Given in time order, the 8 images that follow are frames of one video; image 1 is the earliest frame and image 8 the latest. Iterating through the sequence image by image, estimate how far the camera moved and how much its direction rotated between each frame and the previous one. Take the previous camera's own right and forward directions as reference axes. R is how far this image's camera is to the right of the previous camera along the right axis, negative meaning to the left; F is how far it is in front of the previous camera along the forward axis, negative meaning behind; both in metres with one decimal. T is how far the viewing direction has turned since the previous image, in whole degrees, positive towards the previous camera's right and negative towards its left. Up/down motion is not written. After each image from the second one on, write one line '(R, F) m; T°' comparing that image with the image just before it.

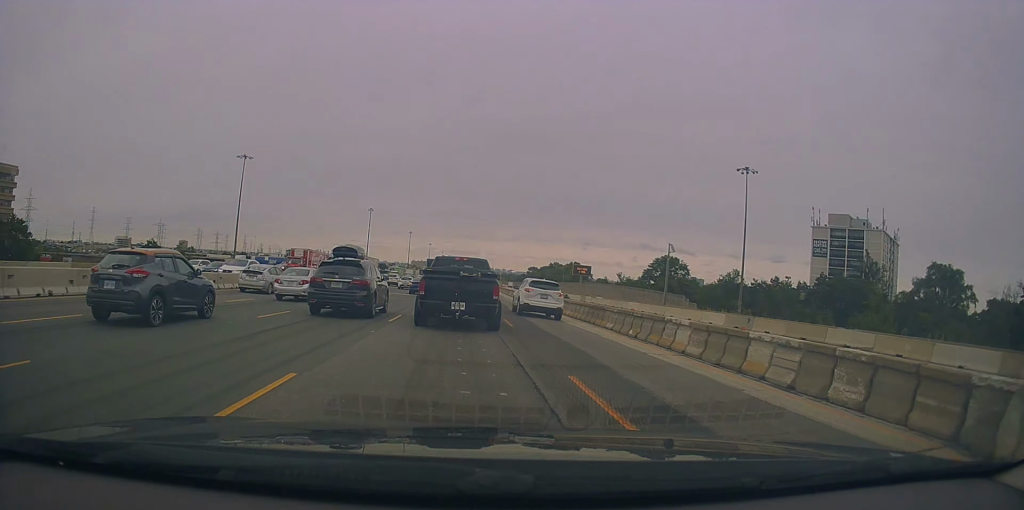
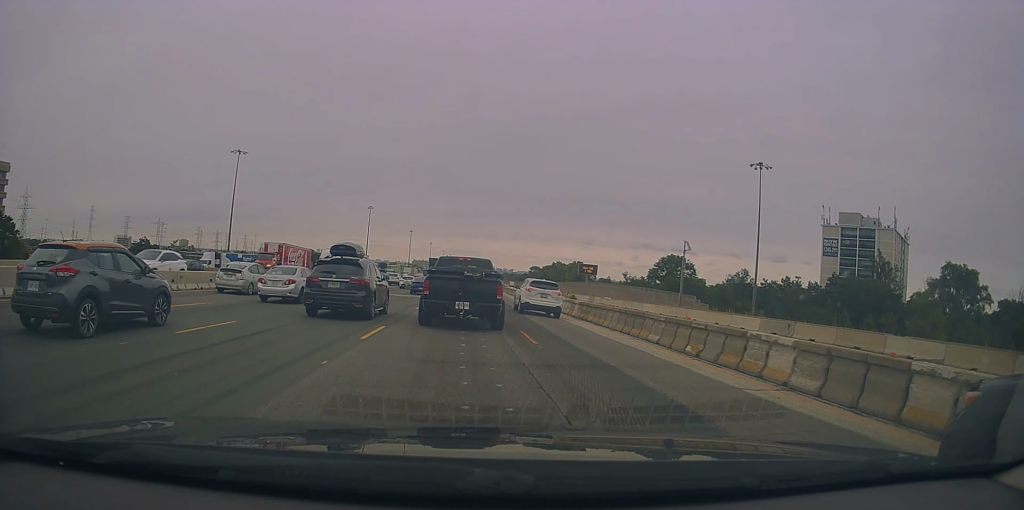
(-0.1, +4.8) m; -1°
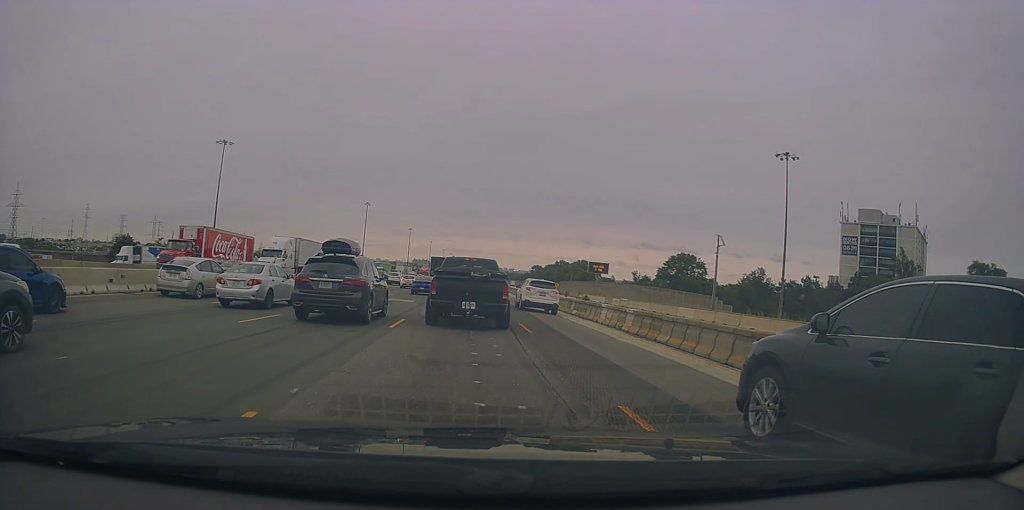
(-0.1, +9.1) m; -1°
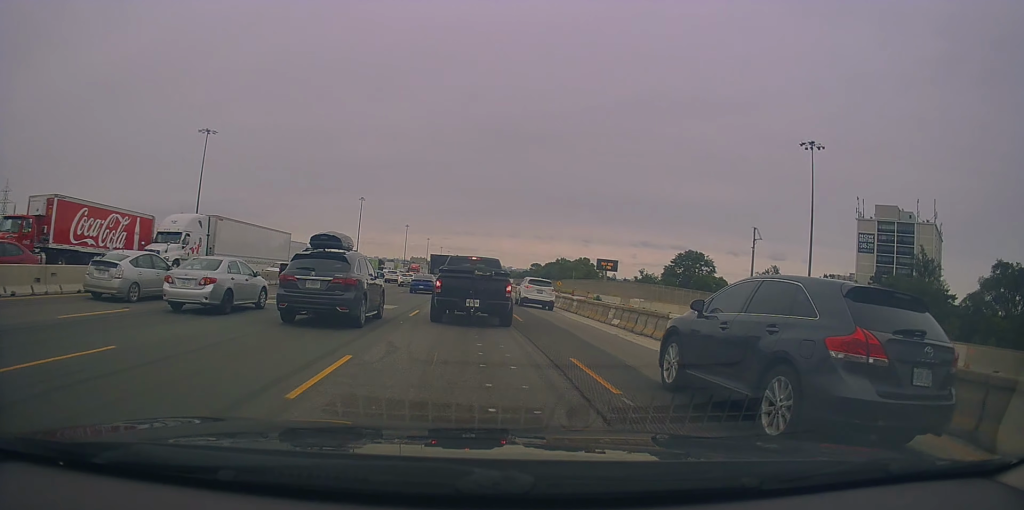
(0.0, +8.3) m; 0°
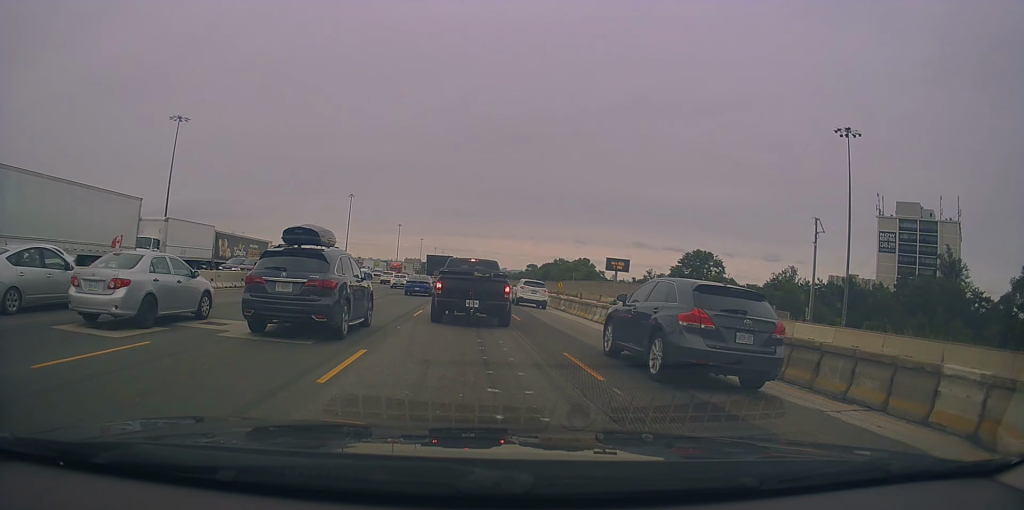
(0.0, +11.1) m; +2°
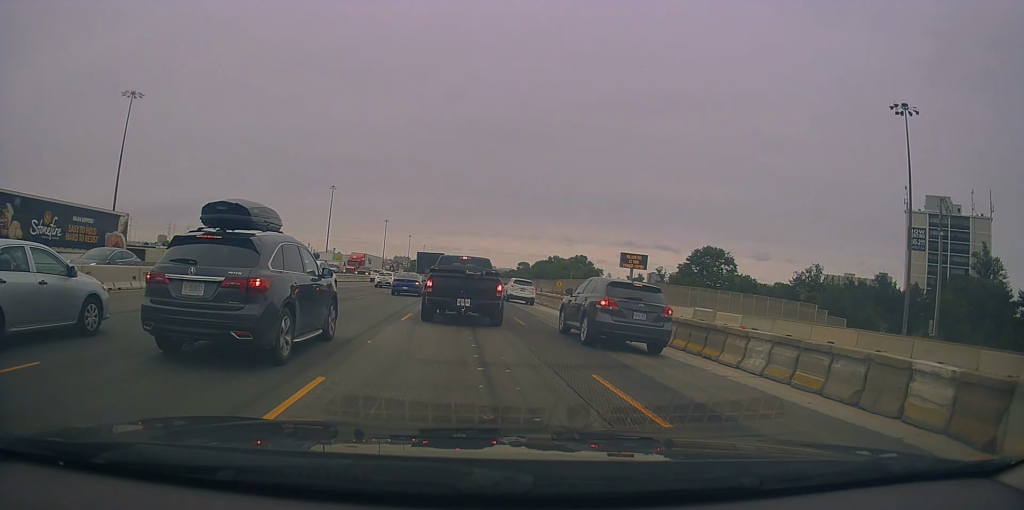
(+0.4, +14.7) m; +1°
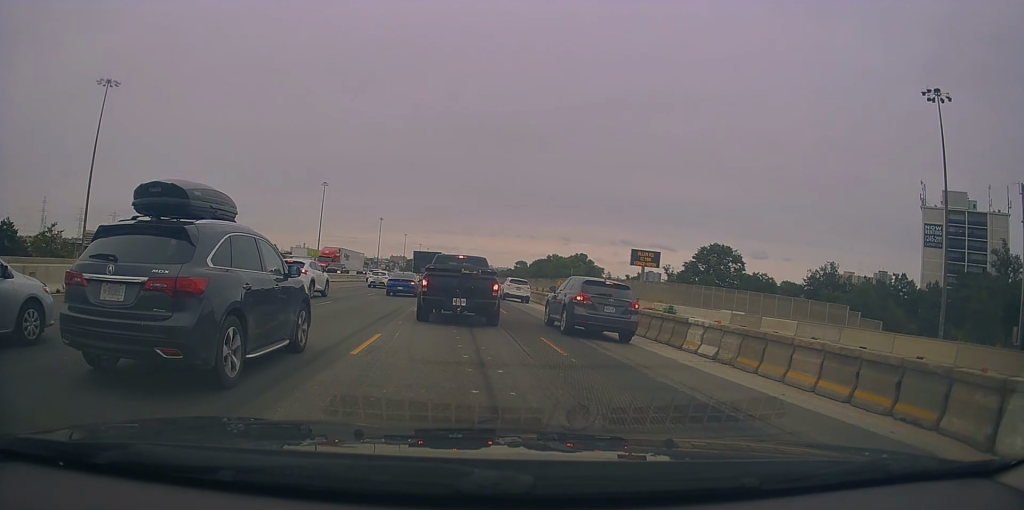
(0.0, +6.9) m; -1°
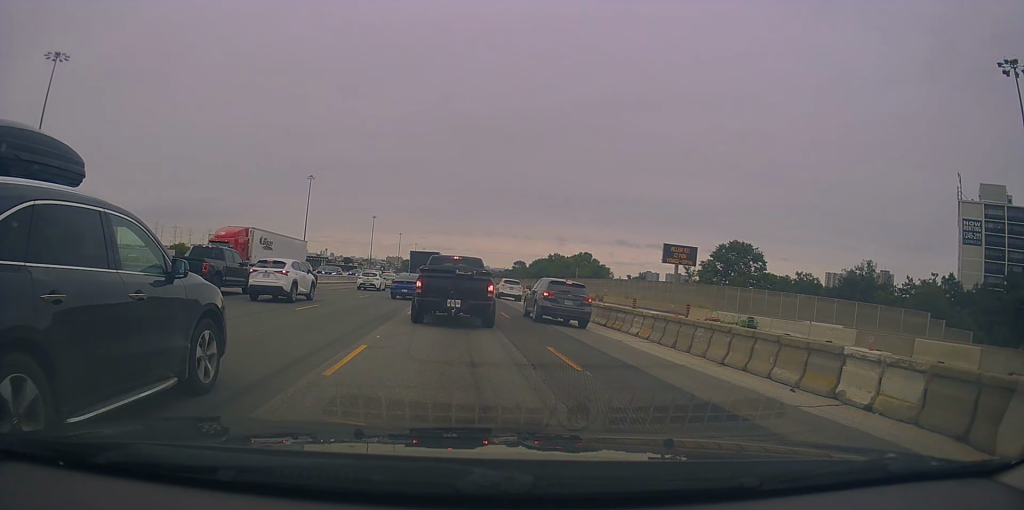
(-0.3, +13.7) m; -2°
